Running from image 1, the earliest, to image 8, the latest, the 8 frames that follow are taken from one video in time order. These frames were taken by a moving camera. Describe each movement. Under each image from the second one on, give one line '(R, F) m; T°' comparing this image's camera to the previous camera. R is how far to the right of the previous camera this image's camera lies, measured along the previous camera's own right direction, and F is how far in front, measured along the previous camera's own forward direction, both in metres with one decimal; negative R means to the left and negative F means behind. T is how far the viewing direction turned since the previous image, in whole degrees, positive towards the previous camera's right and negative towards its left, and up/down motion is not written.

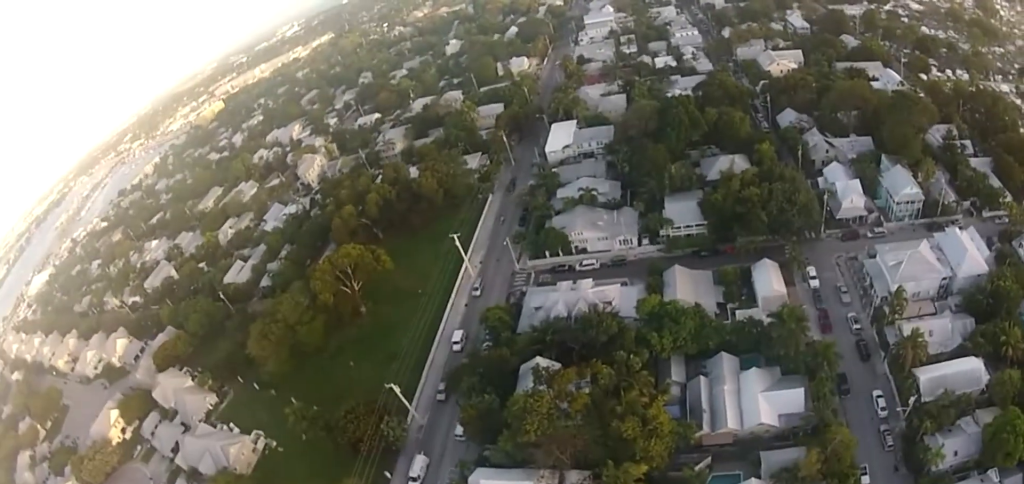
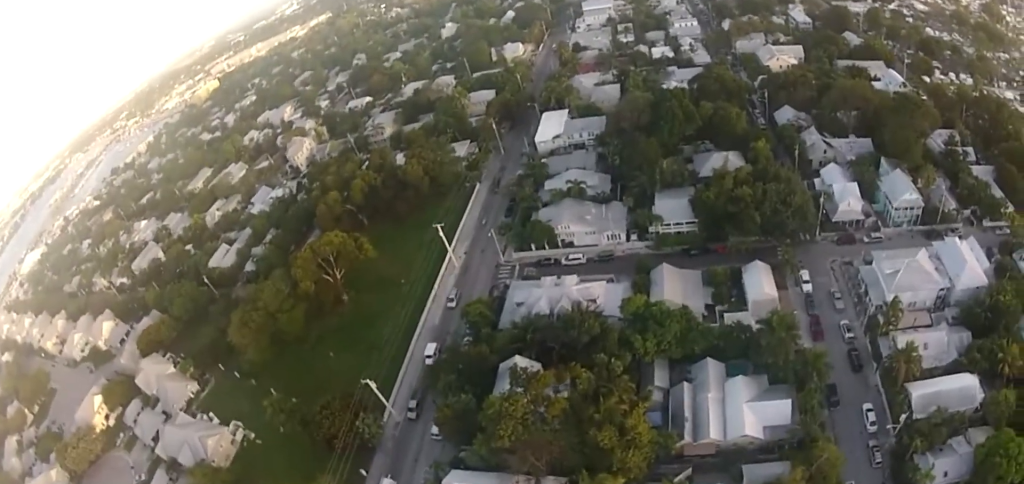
(-0.3, +3.2) m; -18°
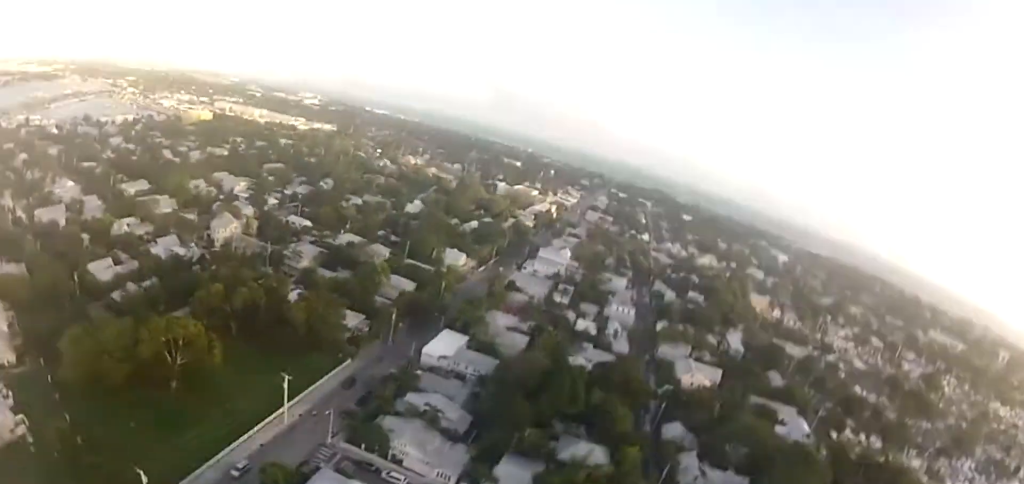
(-0.7, +3.3) m; -36°
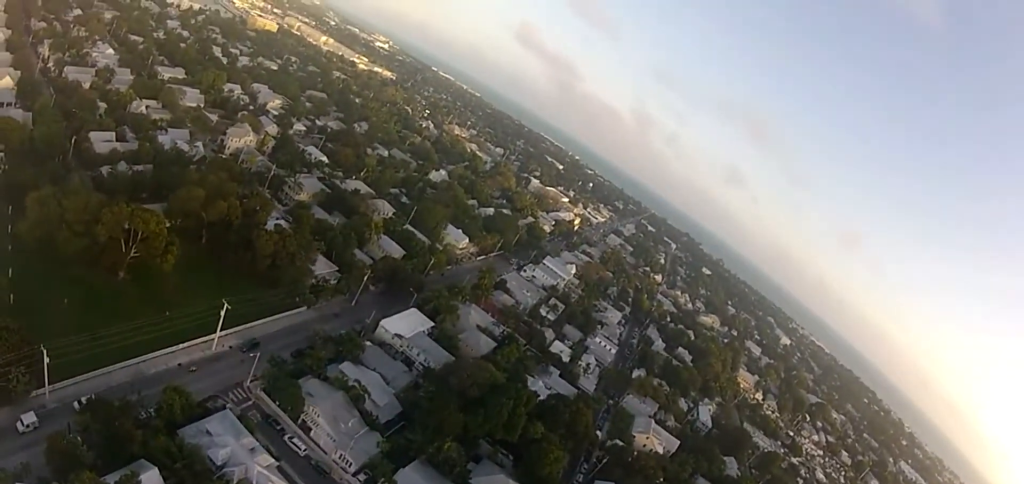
(-3.9, +6.6) m; -43°
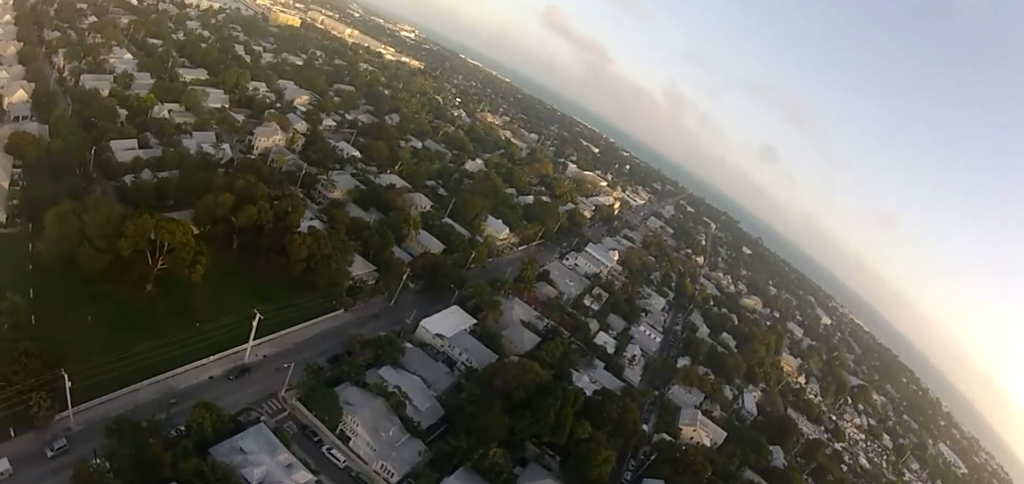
(-1.3, +8.7) m; -15°
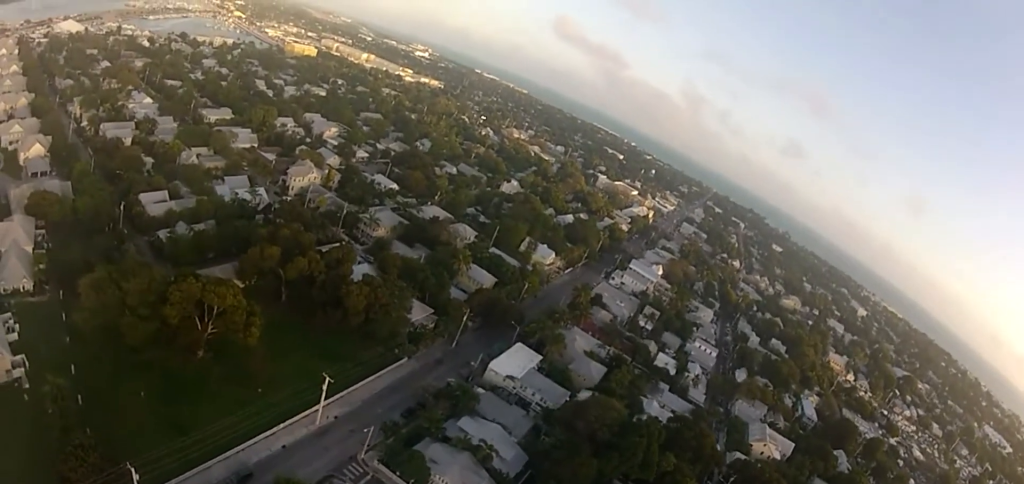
(-1.2, +14.2) m; -7°
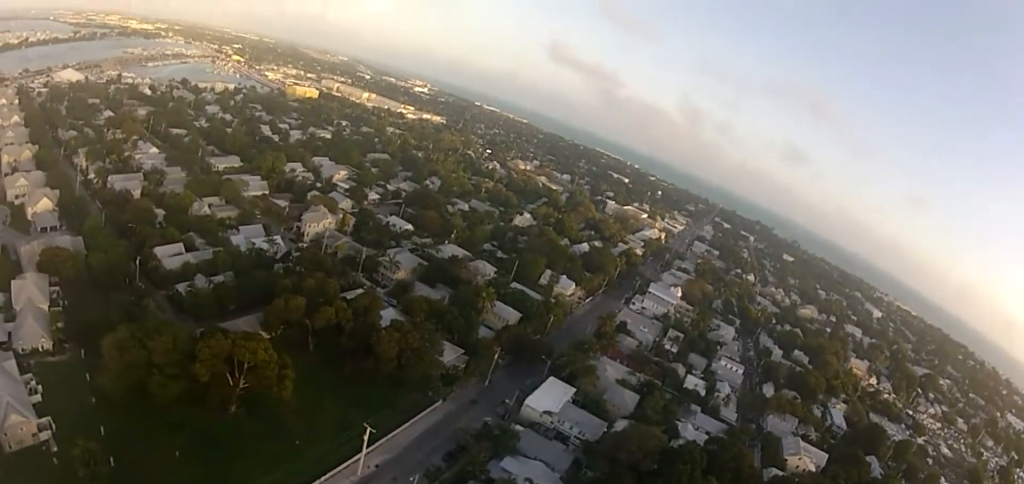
(0.0, +5.2) m; -2°
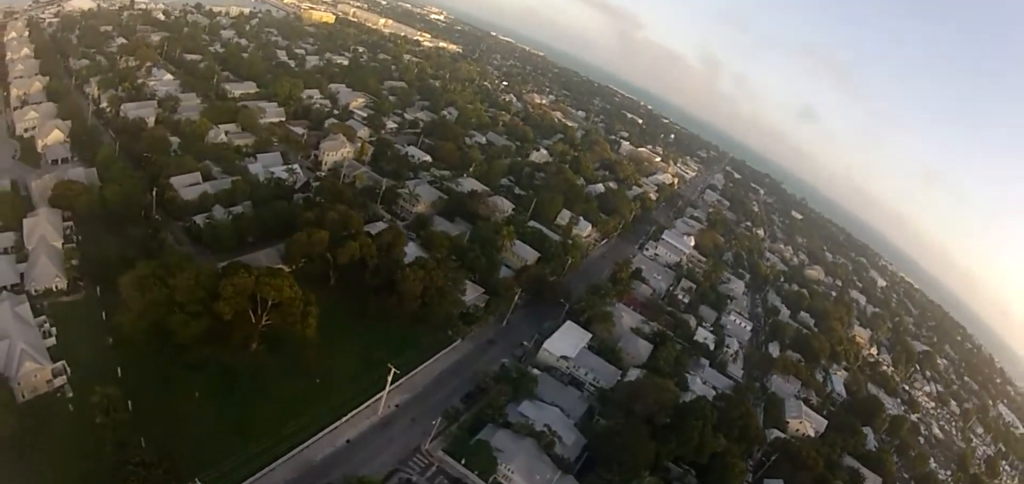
(-0.1, +5.8) m; -2°
